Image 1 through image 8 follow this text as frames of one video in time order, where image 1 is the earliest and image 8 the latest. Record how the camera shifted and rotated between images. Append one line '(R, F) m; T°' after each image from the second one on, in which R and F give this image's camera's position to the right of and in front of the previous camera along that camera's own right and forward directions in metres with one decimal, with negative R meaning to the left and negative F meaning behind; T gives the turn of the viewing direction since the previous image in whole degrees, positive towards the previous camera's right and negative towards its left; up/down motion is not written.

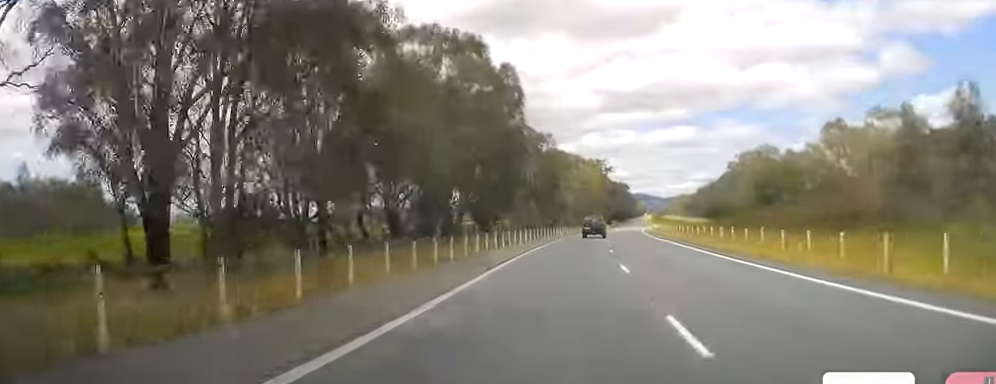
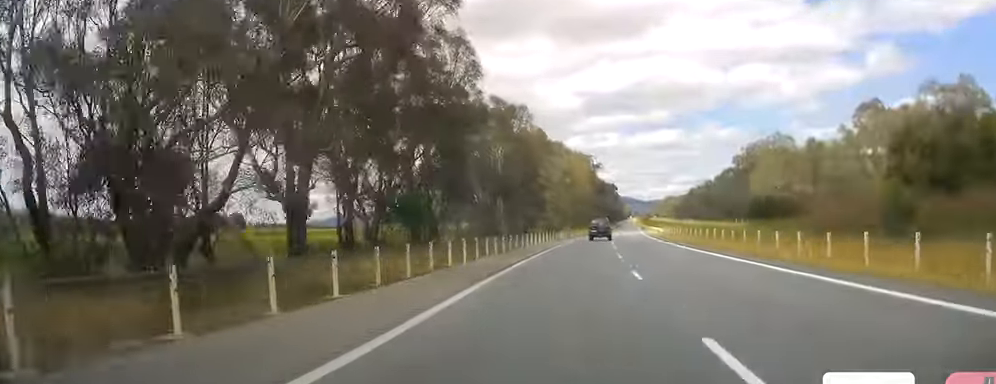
(+0.3, +25.8) m; +1°
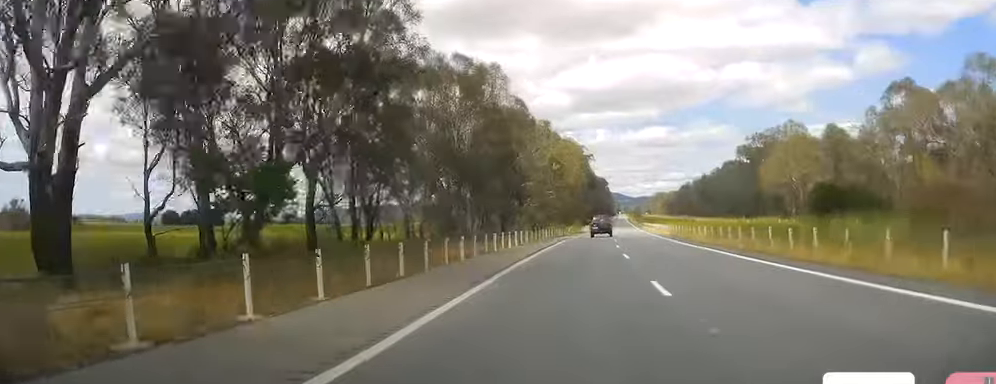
(0.0, +16.2) m; +1°
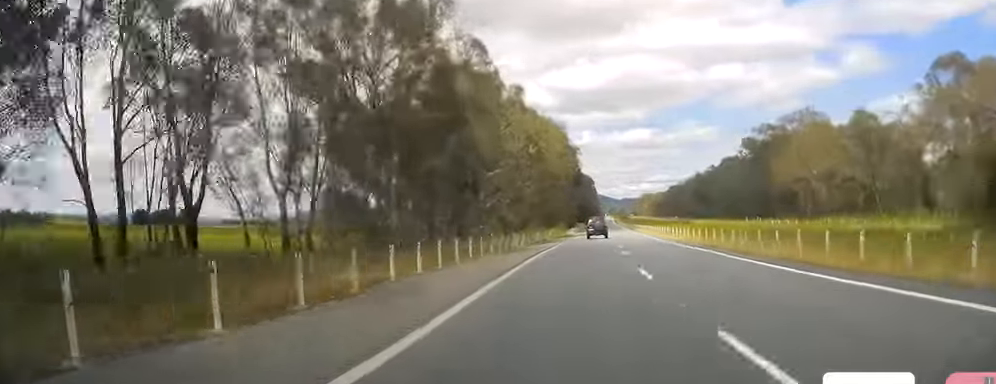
(0.0, +19.1) m; +1°
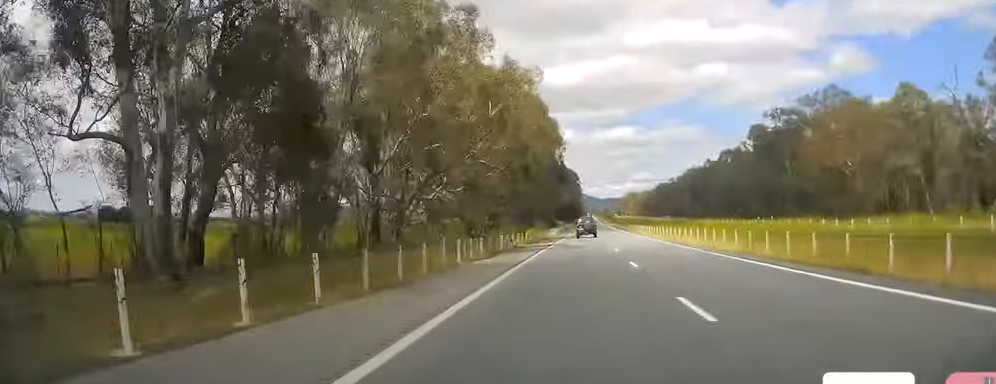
(+0.4, +20.0) m; +2°
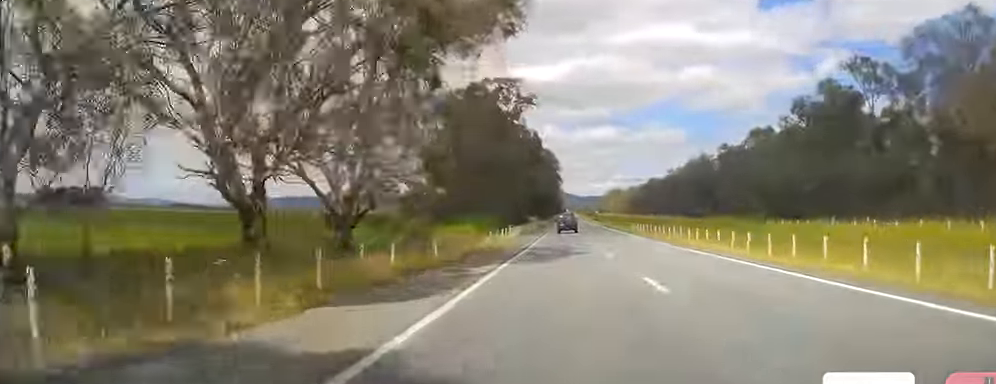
(+1.1, +43.9) m; +2°
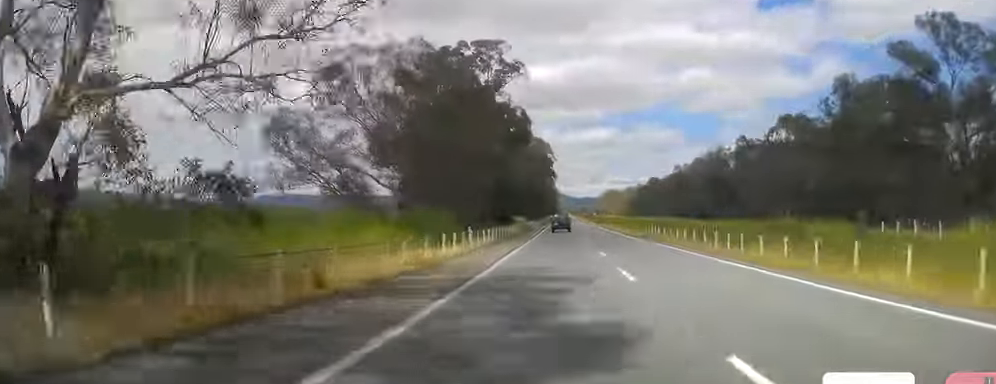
(0.0, +20.9) m; 0°
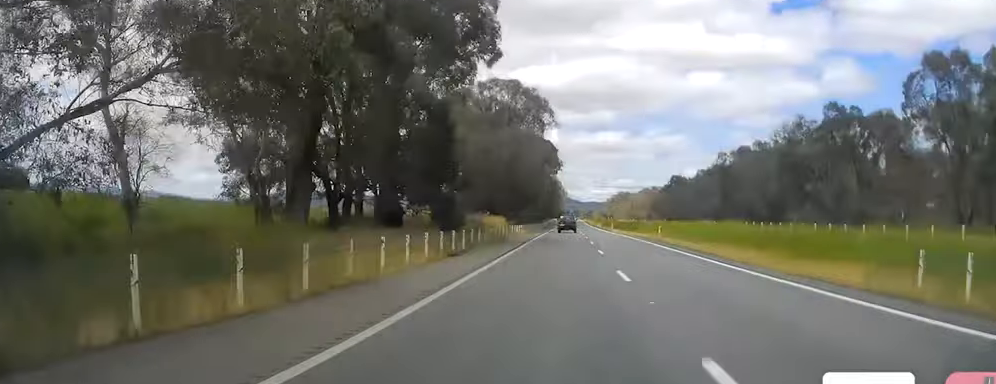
(+0.4, +47.7) m; +1°
